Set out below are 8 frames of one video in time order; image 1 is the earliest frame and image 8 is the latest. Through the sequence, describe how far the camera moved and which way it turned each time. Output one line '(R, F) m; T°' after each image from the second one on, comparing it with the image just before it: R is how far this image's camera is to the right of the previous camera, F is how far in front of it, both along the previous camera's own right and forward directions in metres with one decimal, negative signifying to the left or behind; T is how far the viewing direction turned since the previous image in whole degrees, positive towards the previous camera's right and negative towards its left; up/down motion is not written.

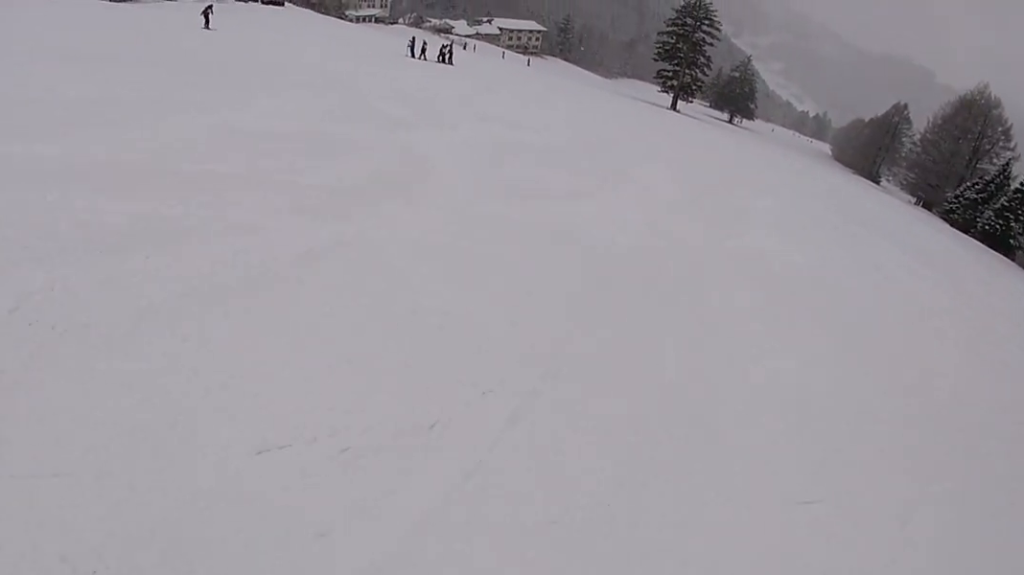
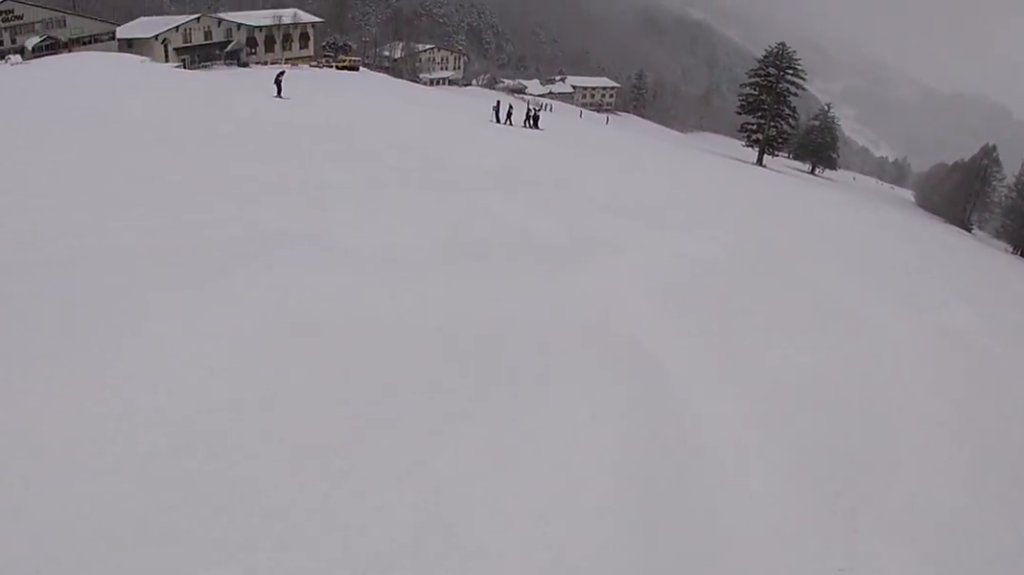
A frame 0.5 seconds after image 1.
(-0.5, +3.9) m; +7°
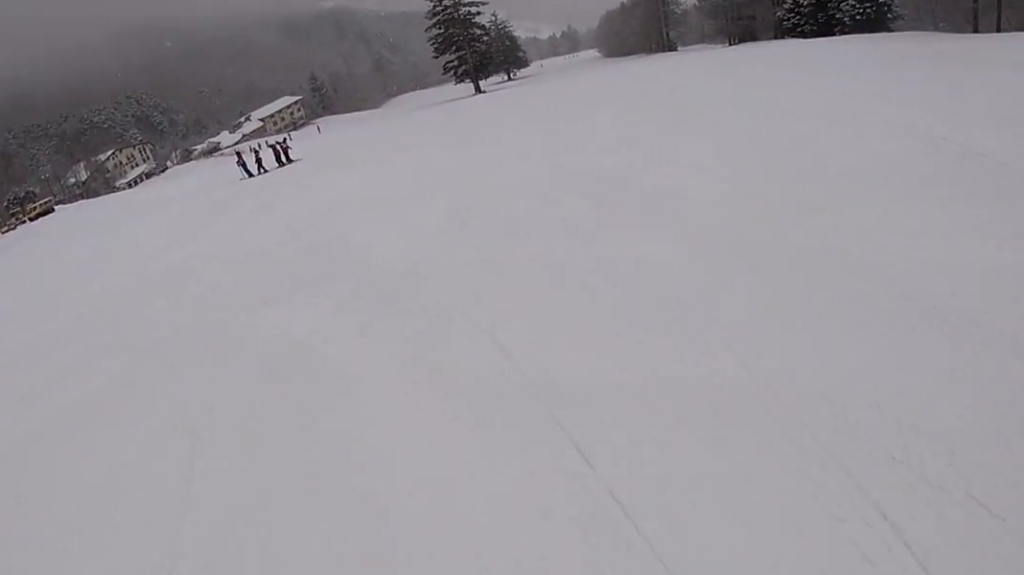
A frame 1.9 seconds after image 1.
(+3.6, +8.7) m; +44°
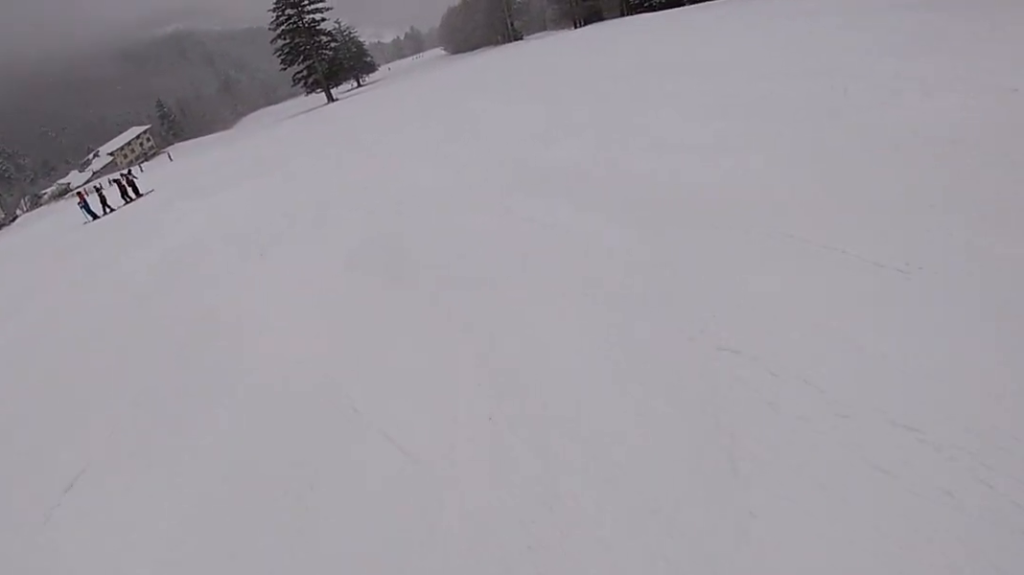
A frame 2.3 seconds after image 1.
(+0.6, +3.0) m; +12°
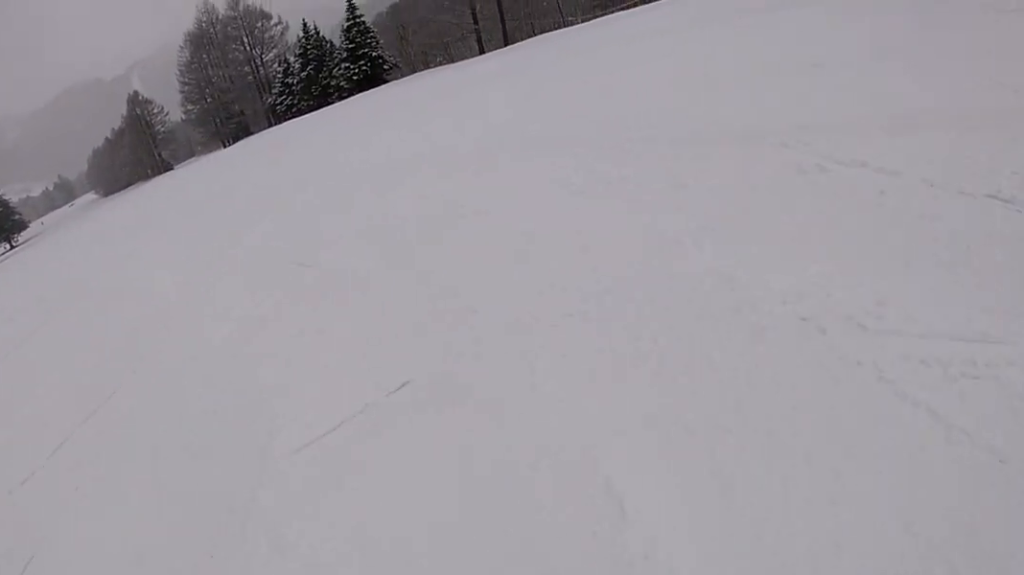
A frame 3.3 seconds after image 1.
(+1.6, +6.9) m; +25°
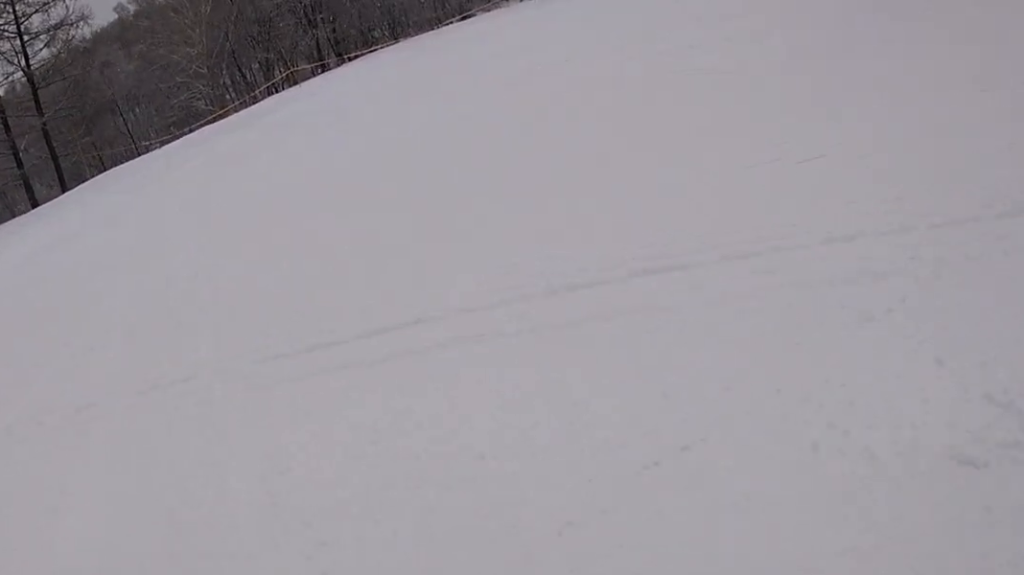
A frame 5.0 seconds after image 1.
(+2.7, +11.8) m; +4°
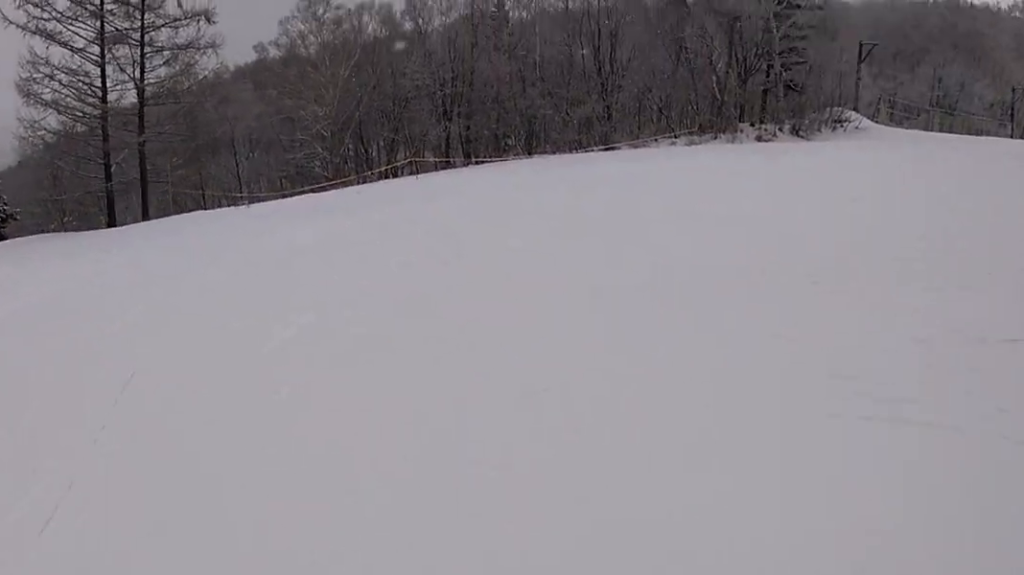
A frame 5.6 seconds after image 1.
(-0.2, +4.0) m; -15°
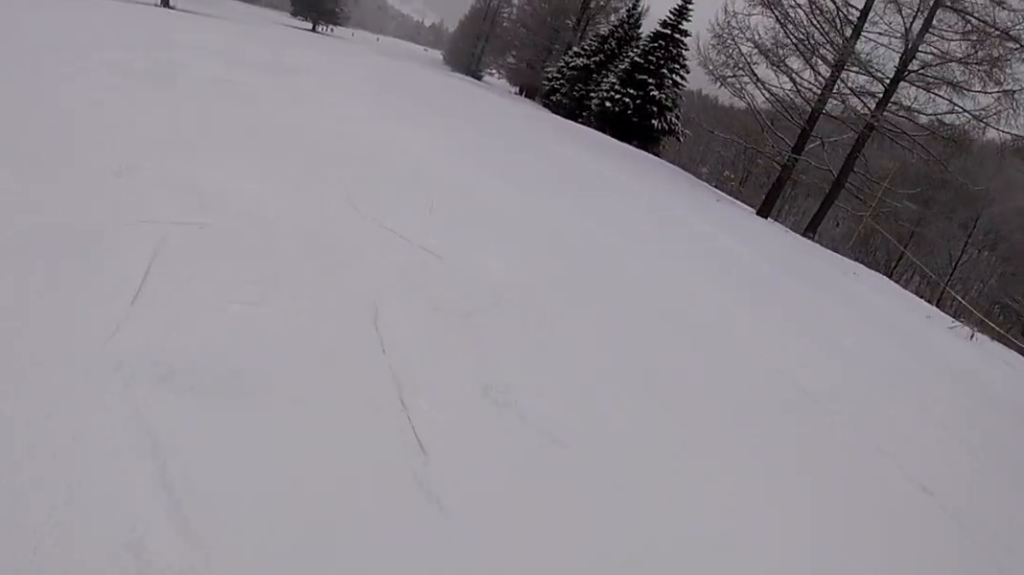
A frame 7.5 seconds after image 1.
(-6.0, +10.3) m; -63°
